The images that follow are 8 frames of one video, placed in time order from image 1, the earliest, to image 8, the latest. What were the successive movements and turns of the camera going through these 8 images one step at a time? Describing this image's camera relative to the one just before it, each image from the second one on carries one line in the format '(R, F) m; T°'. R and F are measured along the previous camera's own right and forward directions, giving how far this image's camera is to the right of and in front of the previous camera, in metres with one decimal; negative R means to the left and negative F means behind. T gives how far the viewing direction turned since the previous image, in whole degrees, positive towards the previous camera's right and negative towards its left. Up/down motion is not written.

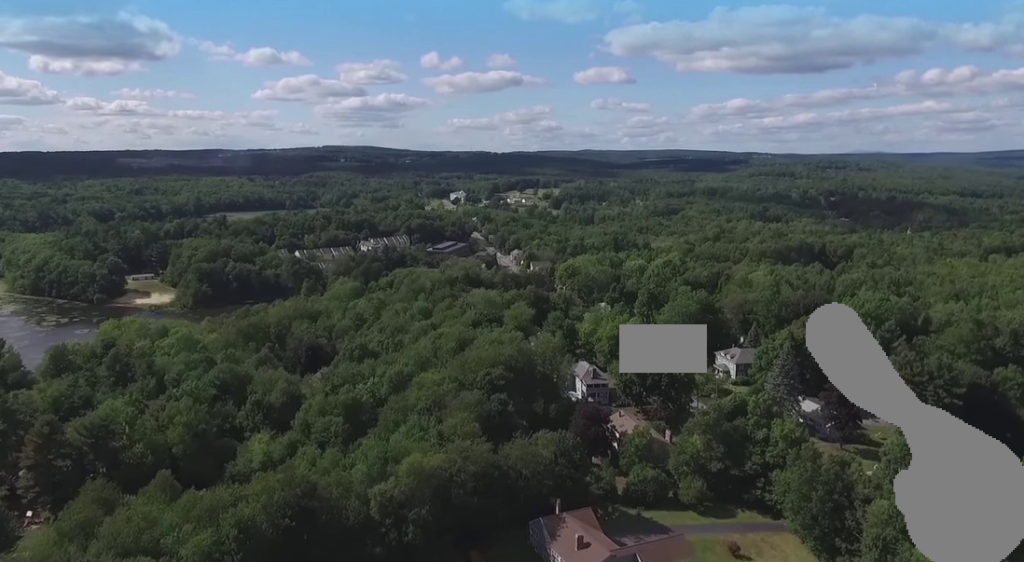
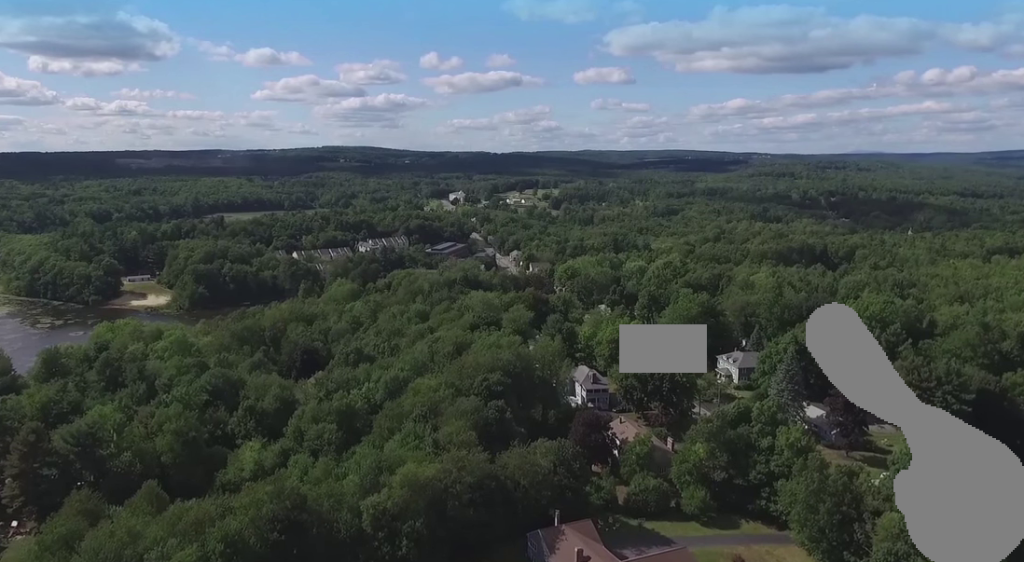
(0.0, +3.9) m; 0°
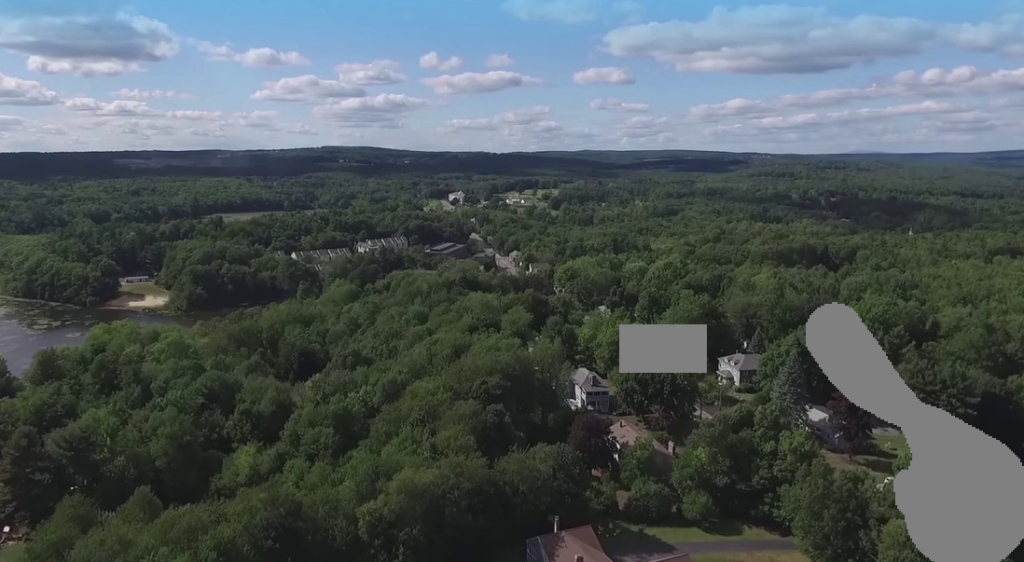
(0.0, +2.3) m; -1°
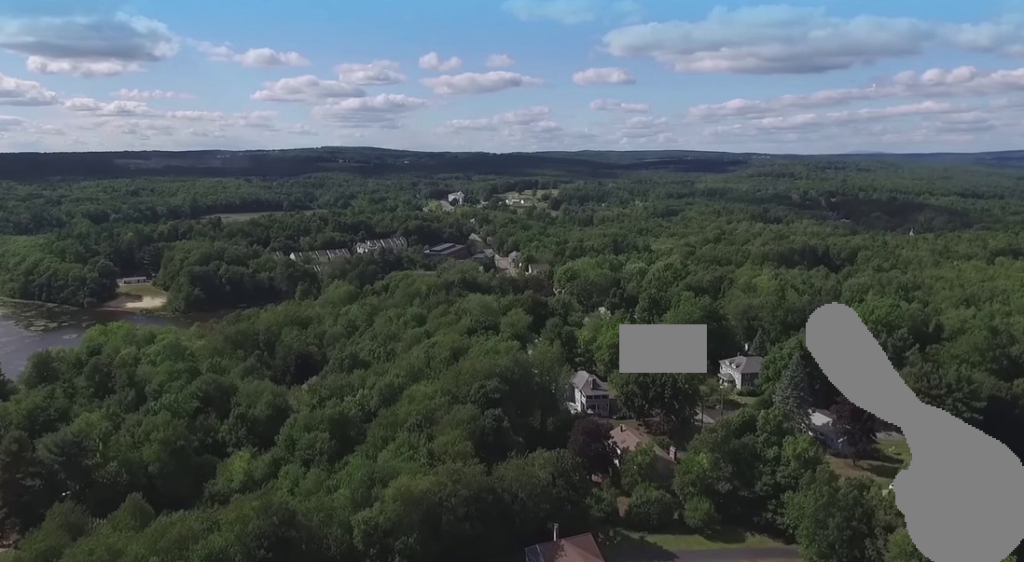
(0.0, +2.3) m; 0°
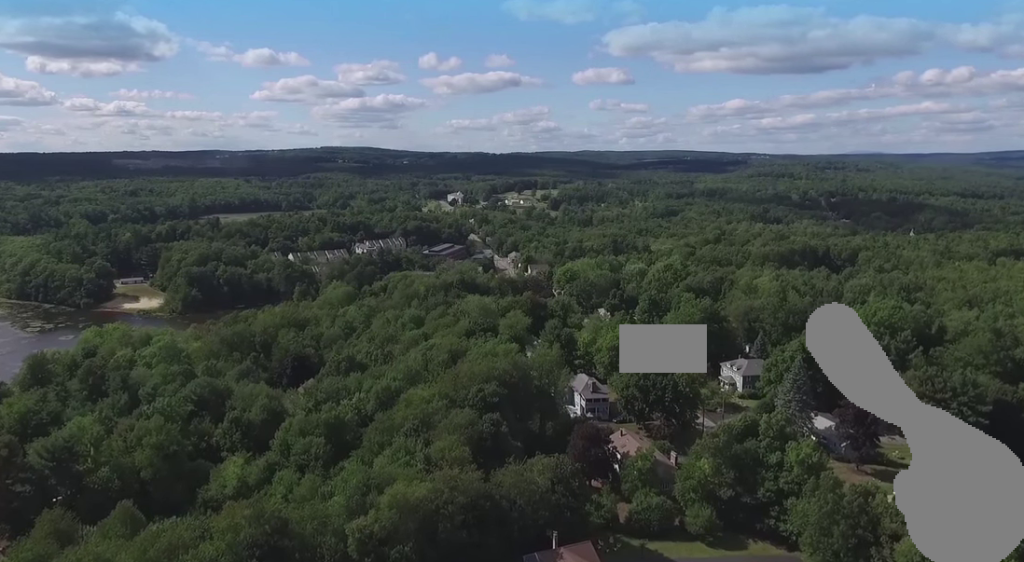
(-0.1, +2.2) m; 0°
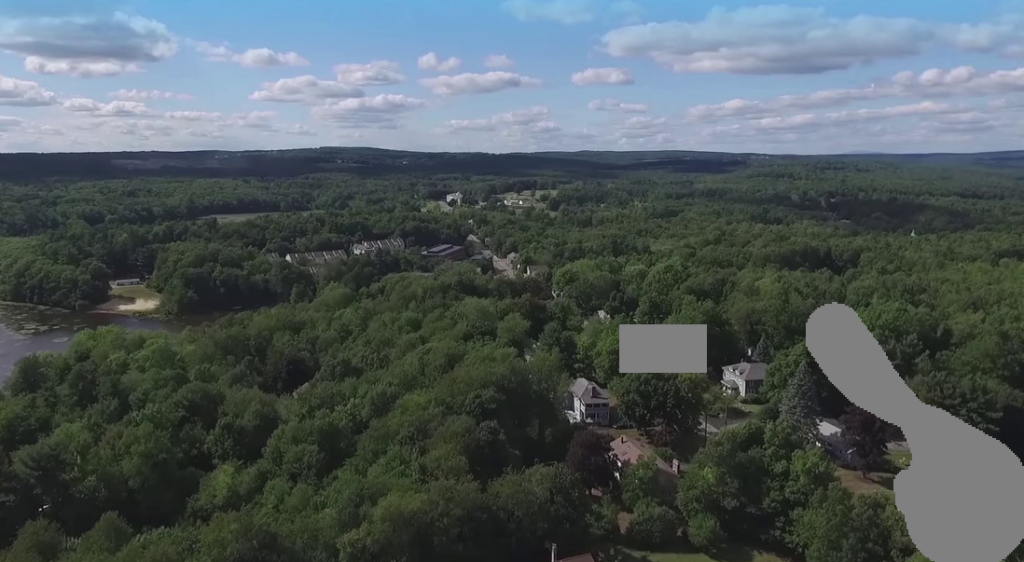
(+0.1, +3.7) m; +2°
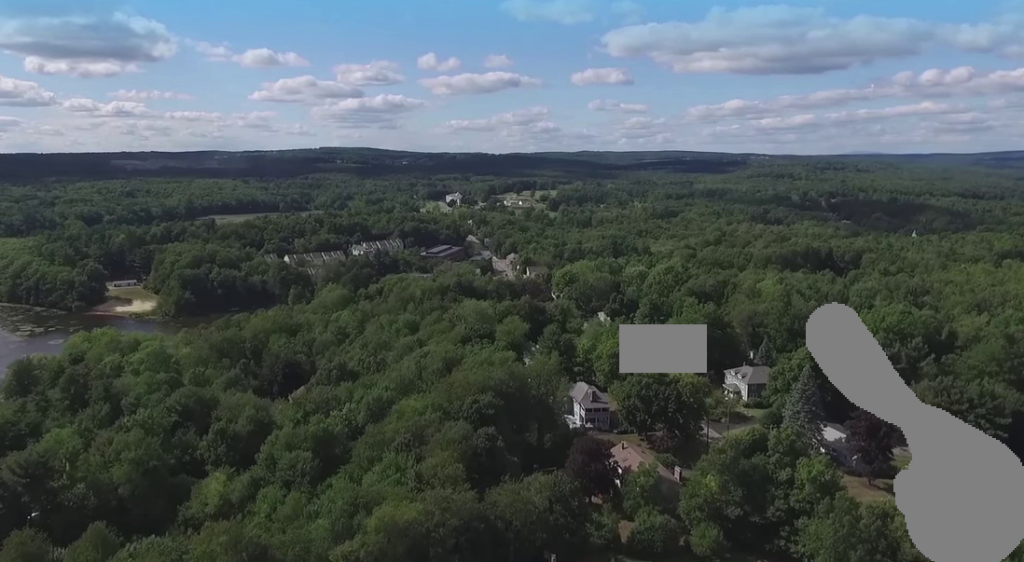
(0.0, +2.9) m; +1°
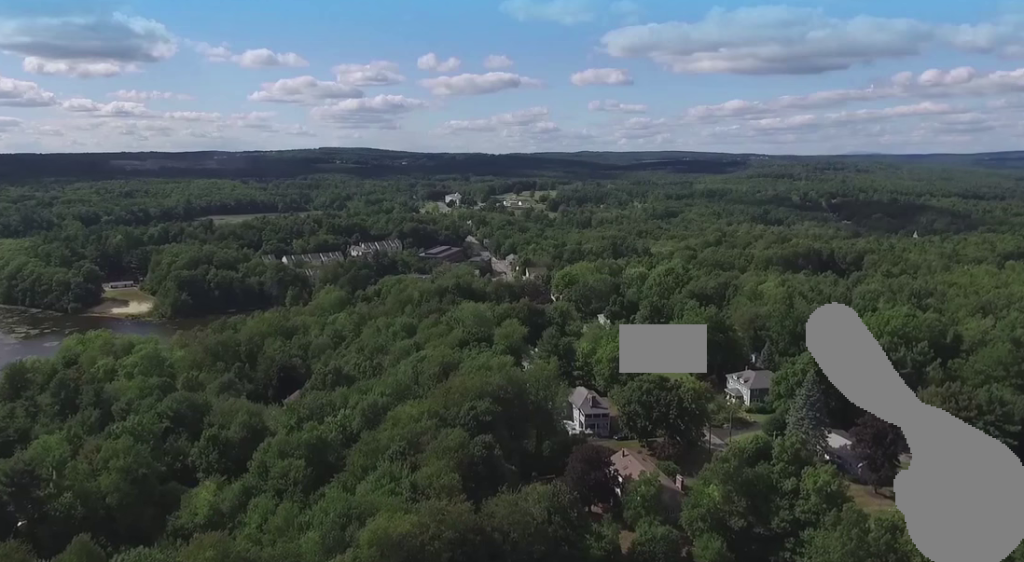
(+0.1, +3.5) m; +1°
